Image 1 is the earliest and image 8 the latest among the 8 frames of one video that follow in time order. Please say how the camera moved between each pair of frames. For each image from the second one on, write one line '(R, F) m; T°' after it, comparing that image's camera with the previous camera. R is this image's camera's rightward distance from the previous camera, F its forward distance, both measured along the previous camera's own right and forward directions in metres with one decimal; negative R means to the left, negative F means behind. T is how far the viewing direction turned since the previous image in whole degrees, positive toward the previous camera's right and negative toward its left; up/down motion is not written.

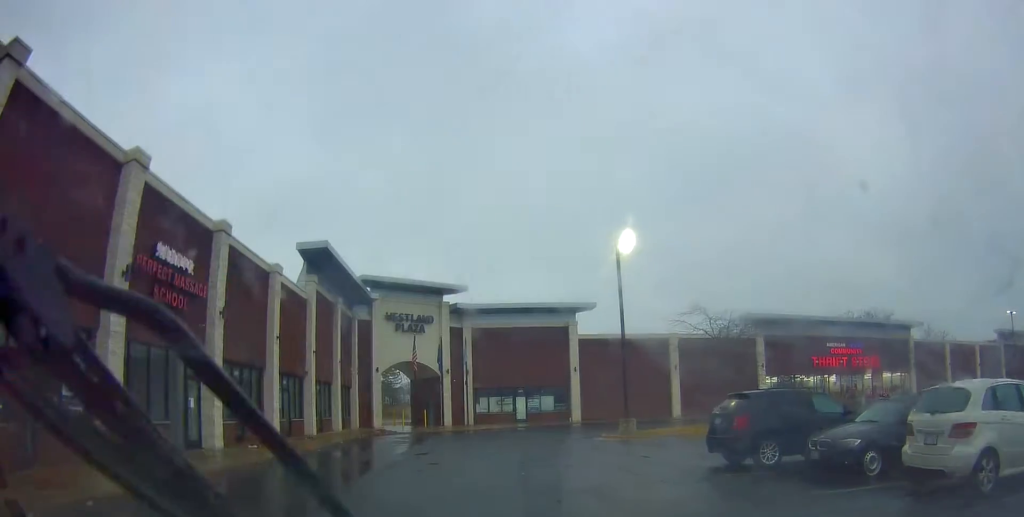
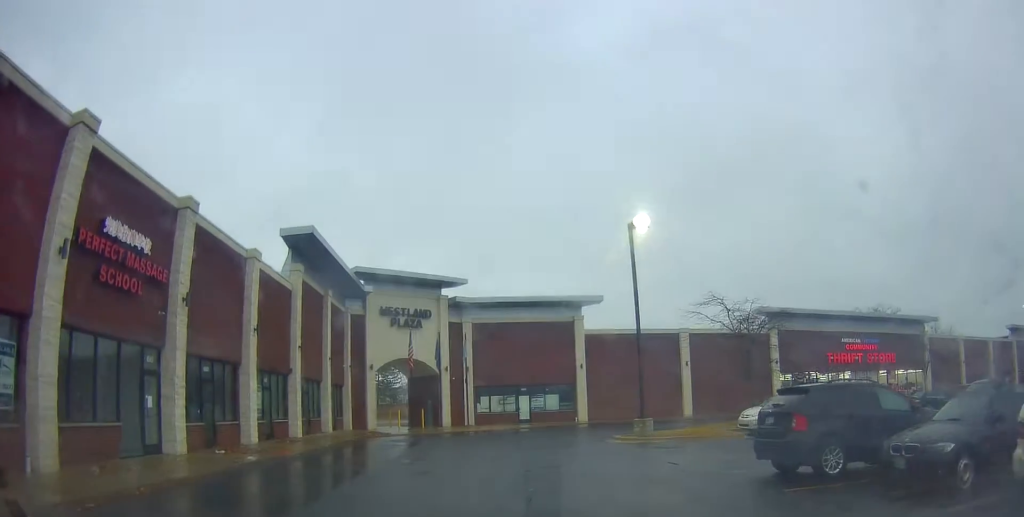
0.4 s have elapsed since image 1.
(0.0, +2.3) m; -1°
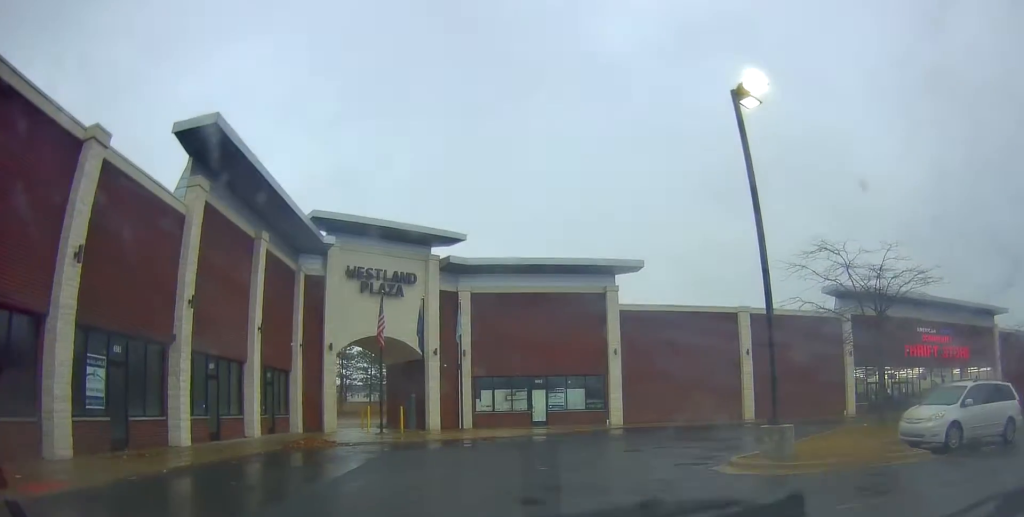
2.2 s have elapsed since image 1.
(-1.2, +10.6) m; -13°
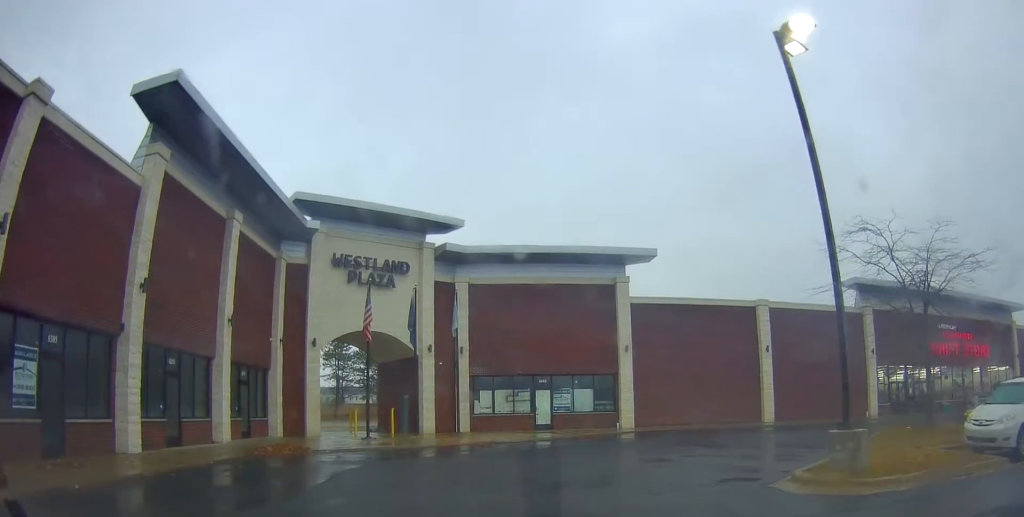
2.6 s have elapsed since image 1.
(-0.1, +2.7) m; +2°
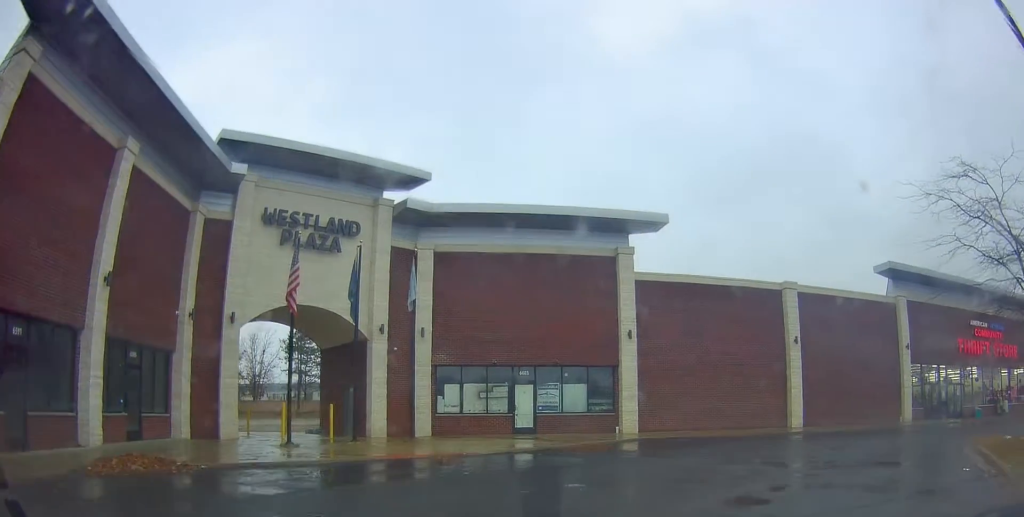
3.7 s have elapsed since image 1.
(+0.3, +6.7) m; +8°
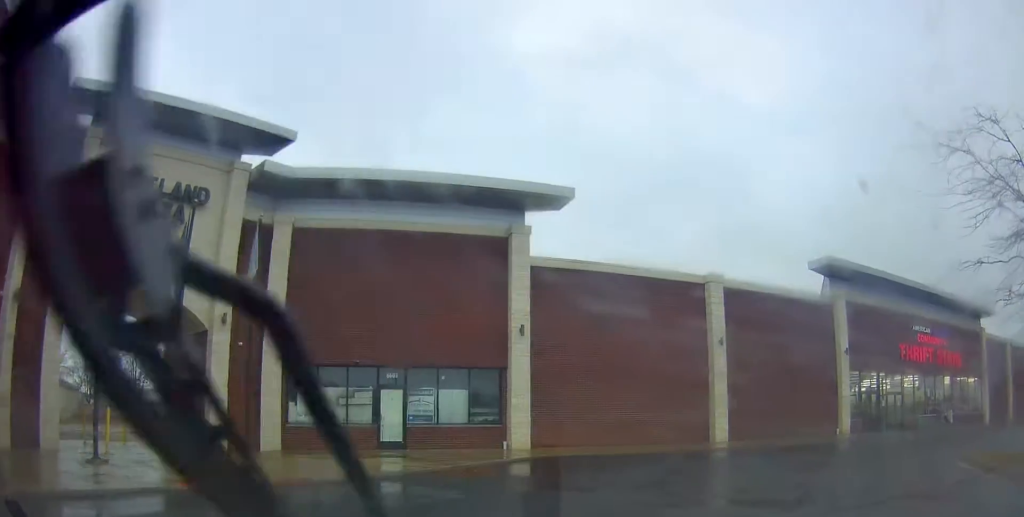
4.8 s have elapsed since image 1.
(+0.5, +6.0) m; +7°
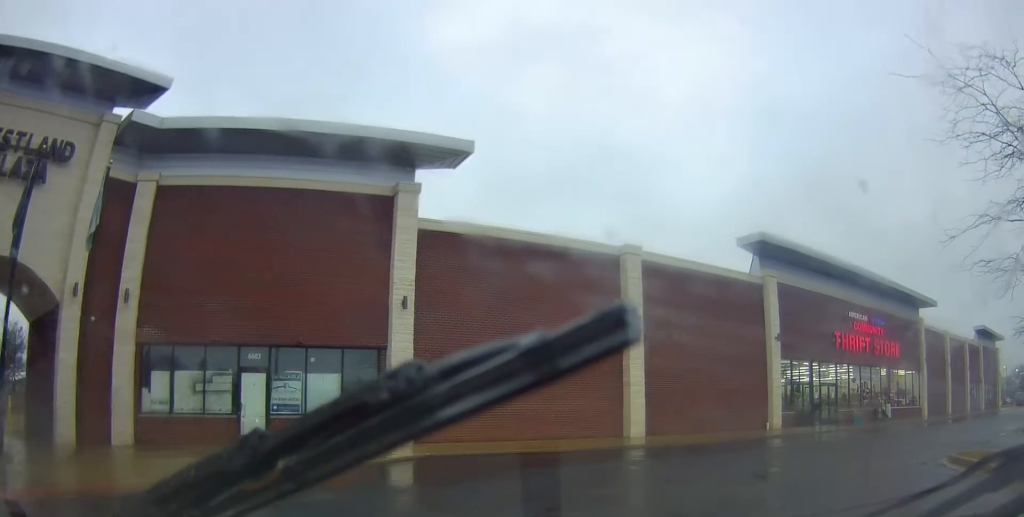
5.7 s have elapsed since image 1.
(+0.1, +4.0) m; +9°
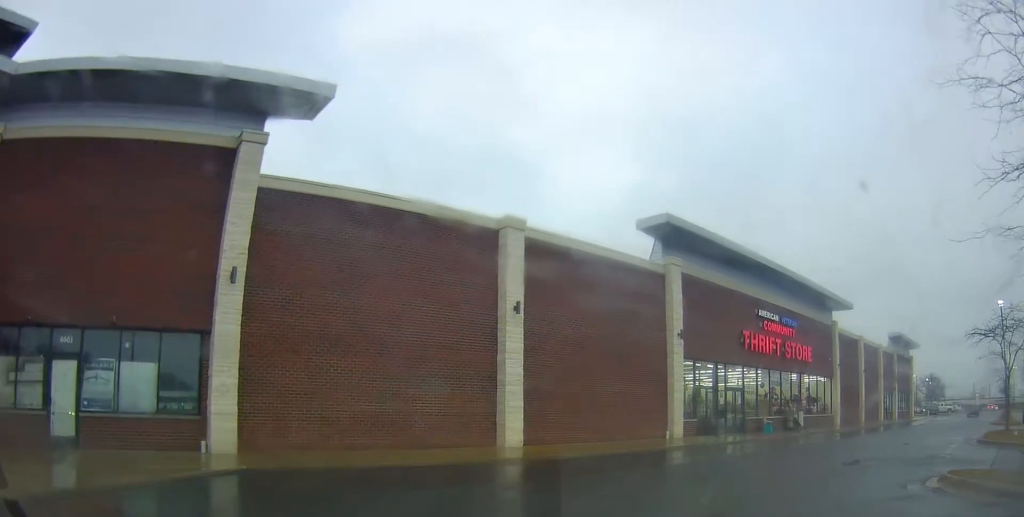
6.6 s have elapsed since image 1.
(+0.5, +4.0) m; +16°
